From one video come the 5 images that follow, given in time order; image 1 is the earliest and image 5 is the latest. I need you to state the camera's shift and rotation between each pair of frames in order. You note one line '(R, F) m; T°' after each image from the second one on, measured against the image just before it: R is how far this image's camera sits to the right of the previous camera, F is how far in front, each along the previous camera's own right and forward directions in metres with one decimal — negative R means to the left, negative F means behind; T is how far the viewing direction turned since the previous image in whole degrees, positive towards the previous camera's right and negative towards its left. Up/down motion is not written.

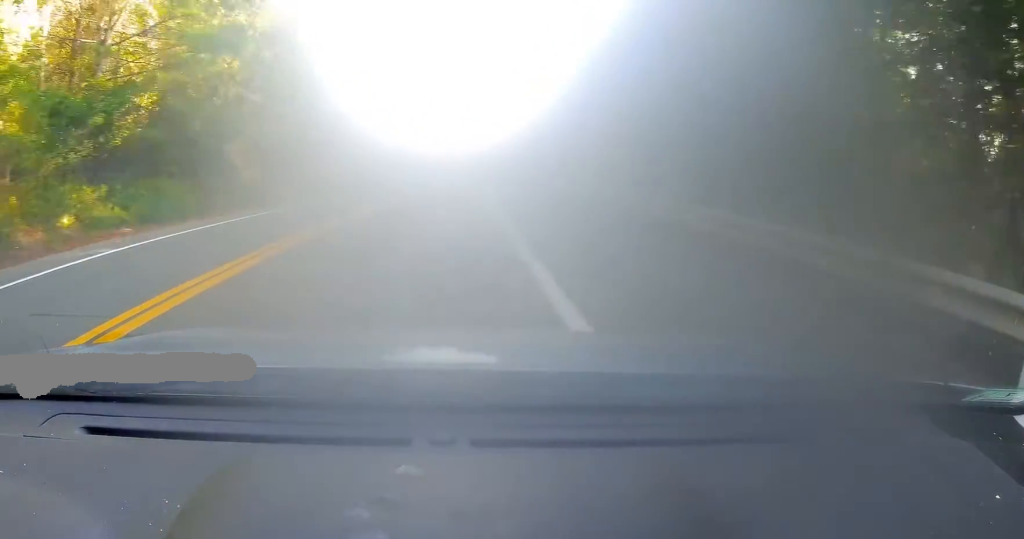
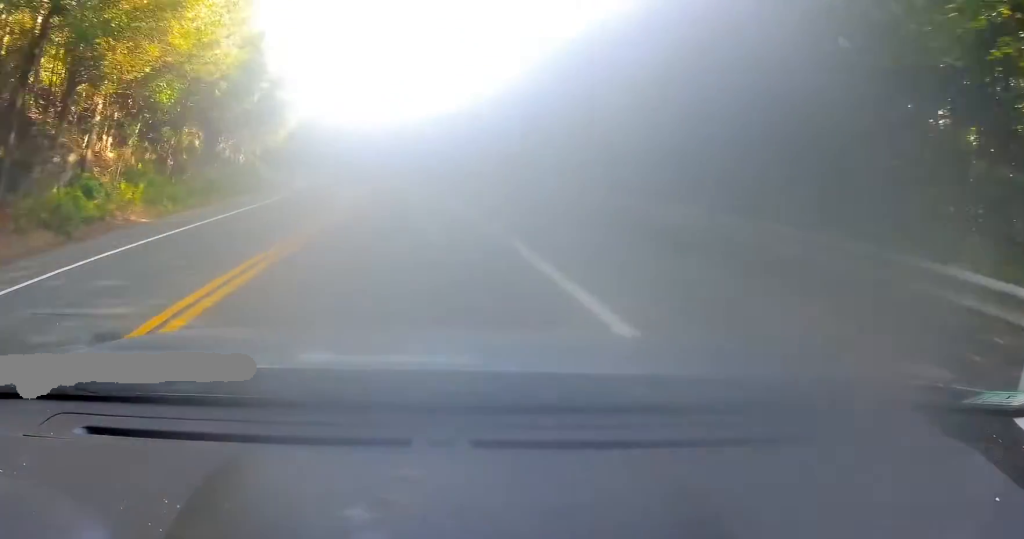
(+2.2, +69.3) m; -1°
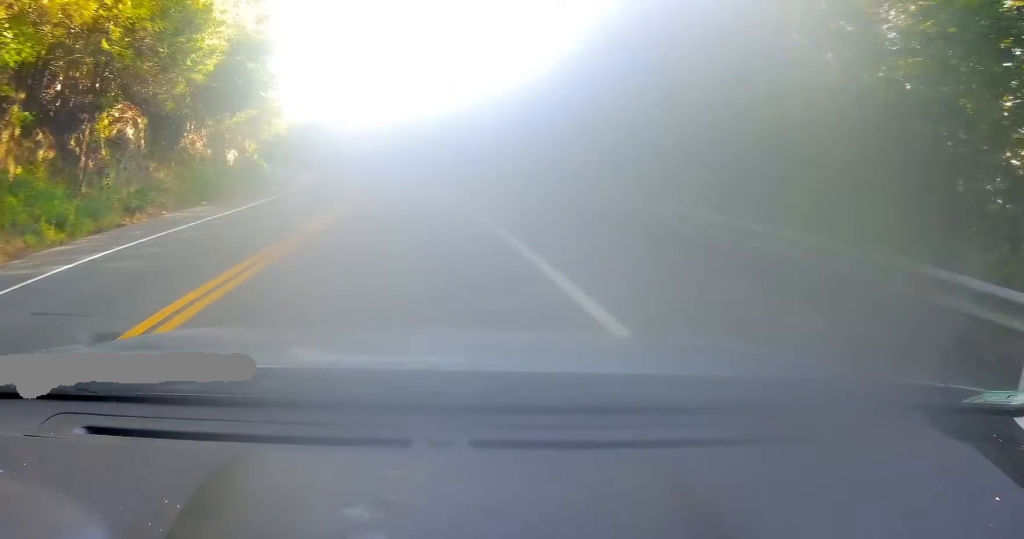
(-0.4, +11.3) m; -2°
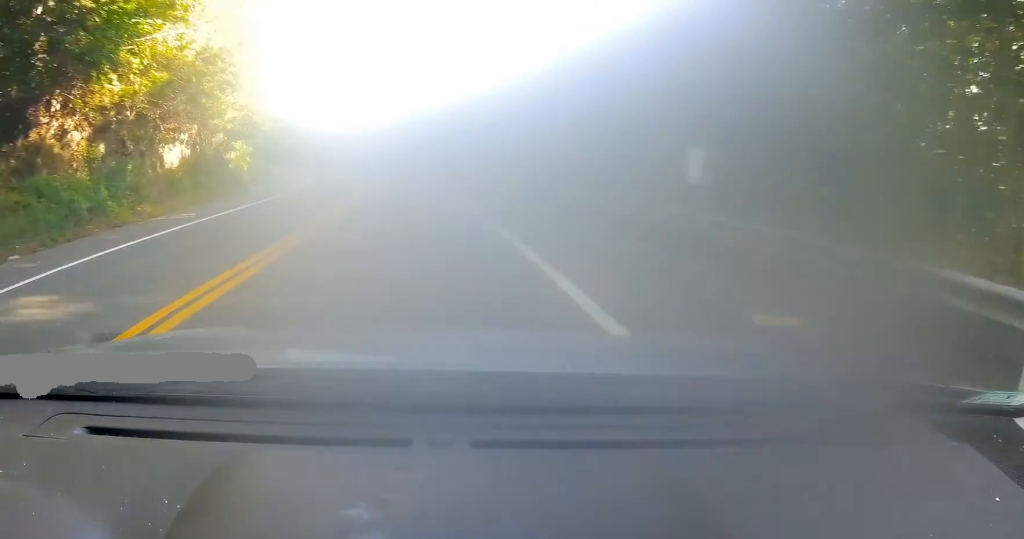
(-0.4, +16.6) m; -4°
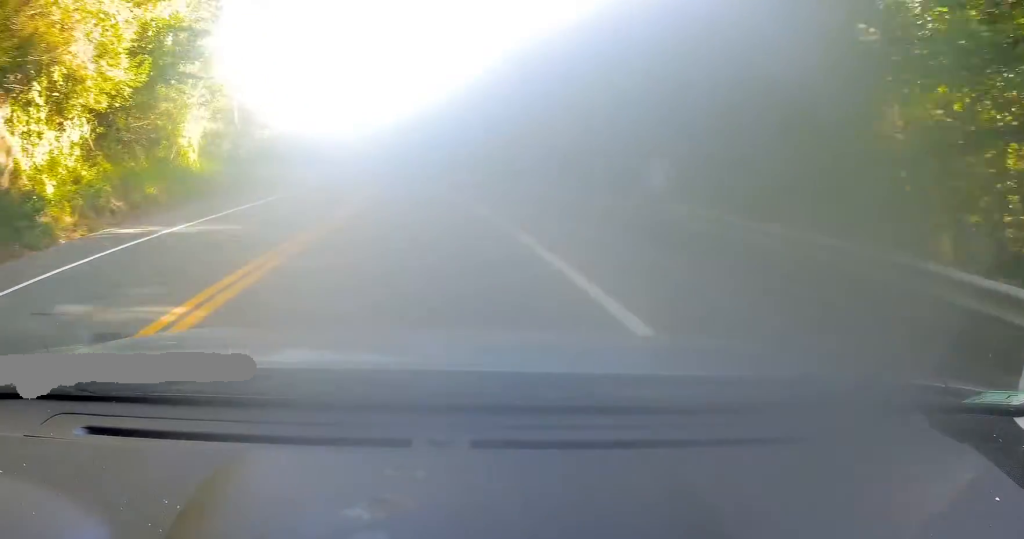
(-1.8, +27.5) m; -7°
